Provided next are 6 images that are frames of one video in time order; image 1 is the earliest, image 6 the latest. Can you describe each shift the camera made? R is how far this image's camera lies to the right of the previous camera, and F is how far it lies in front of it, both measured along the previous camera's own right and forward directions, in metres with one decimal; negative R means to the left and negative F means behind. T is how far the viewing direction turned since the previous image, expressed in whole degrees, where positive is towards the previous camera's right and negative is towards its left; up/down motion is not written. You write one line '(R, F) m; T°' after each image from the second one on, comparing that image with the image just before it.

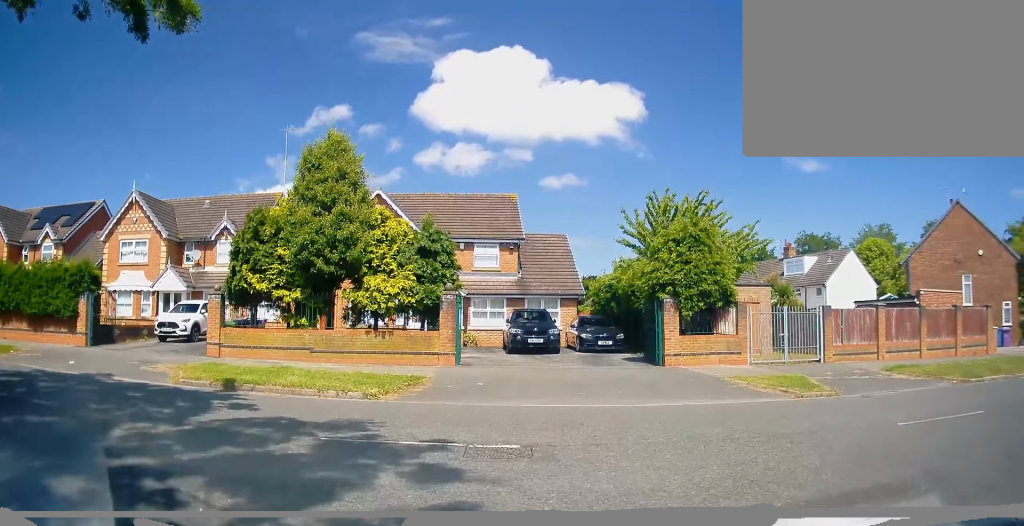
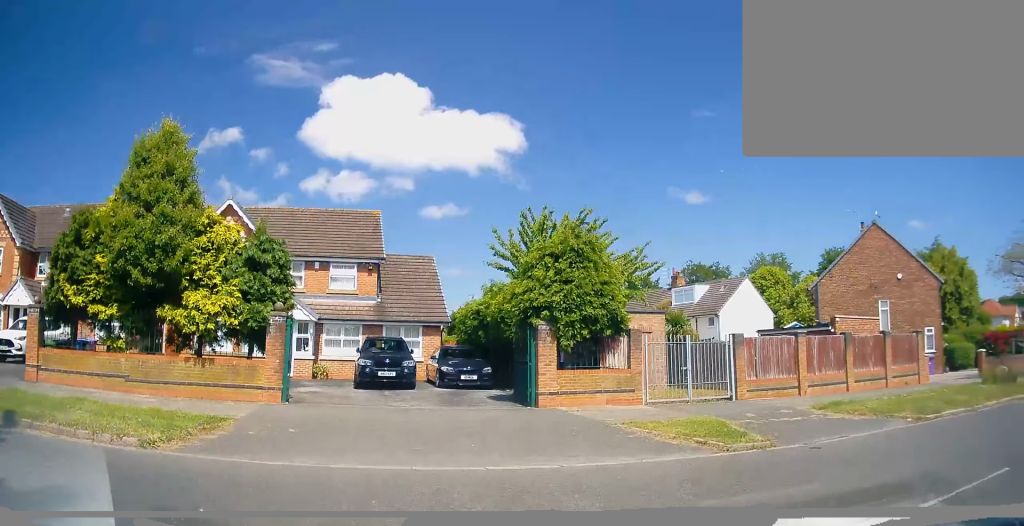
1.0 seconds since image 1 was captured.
(+0.3, +2.7) m; +14°
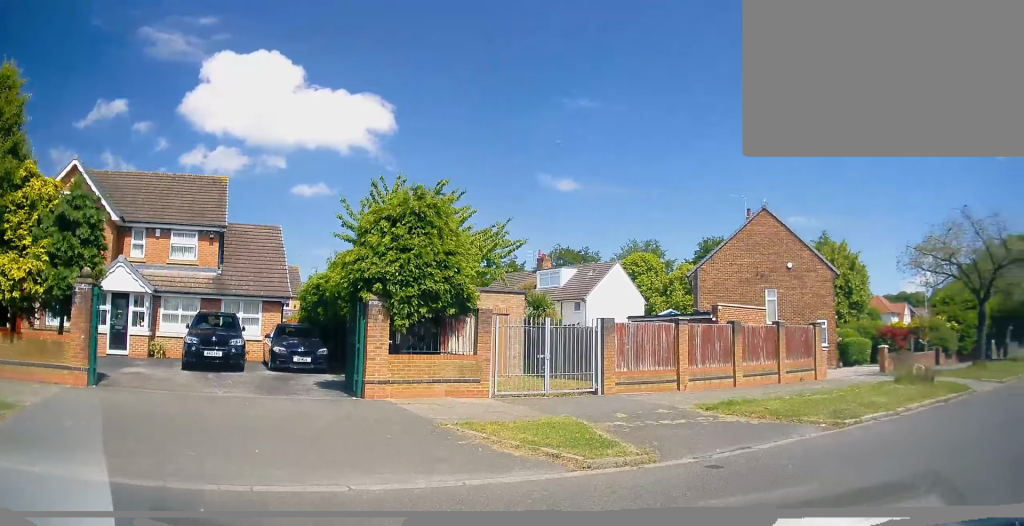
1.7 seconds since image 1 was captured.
(+0.2, +2.1) m; +11°
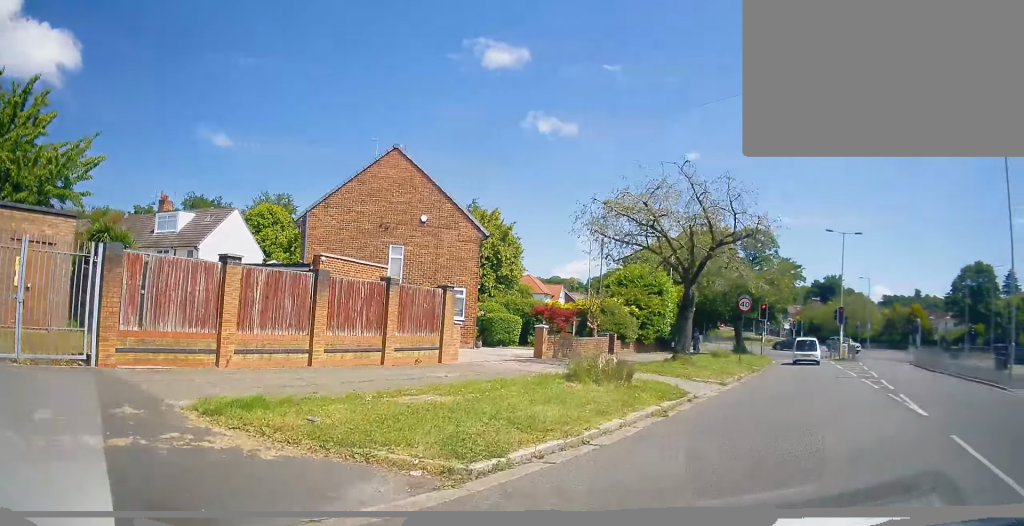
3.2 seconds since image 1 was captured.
(+1.1, +5.4) m; +24°
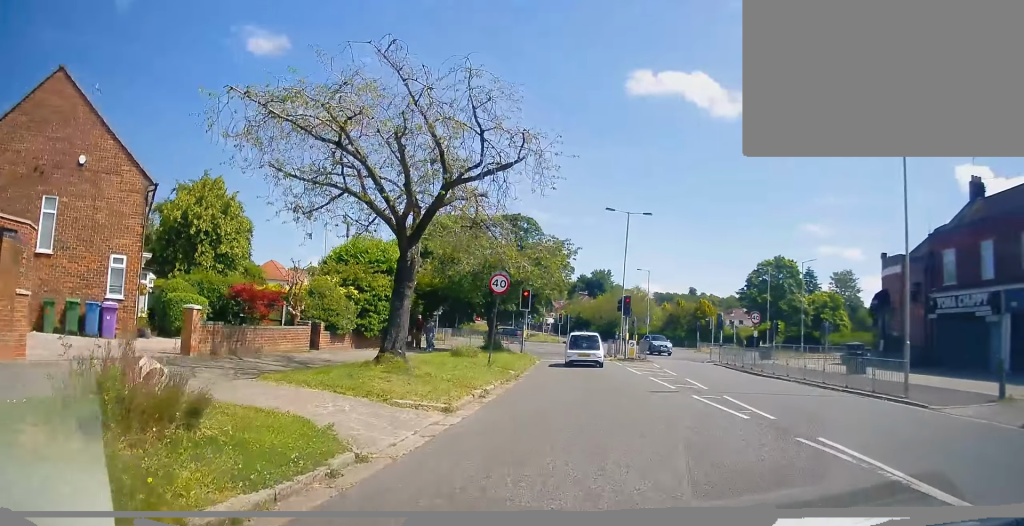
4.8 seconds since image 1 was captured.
(+2.1, +6.7) m; +28°
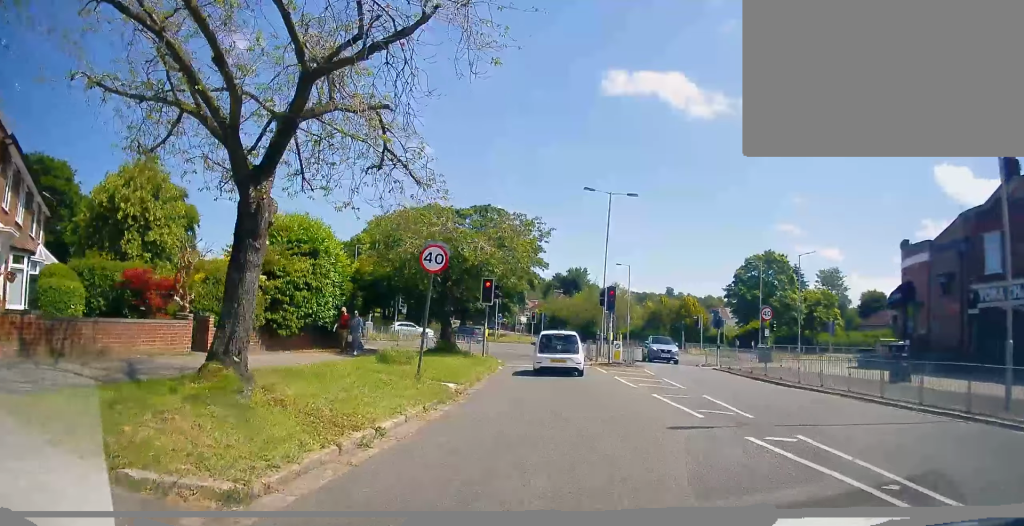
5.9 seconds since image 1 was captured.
(+0.3, +5.5) m; +4°
